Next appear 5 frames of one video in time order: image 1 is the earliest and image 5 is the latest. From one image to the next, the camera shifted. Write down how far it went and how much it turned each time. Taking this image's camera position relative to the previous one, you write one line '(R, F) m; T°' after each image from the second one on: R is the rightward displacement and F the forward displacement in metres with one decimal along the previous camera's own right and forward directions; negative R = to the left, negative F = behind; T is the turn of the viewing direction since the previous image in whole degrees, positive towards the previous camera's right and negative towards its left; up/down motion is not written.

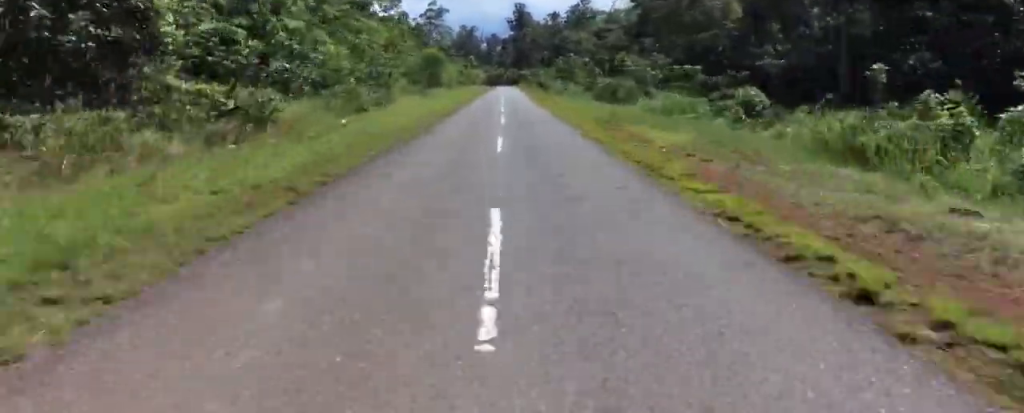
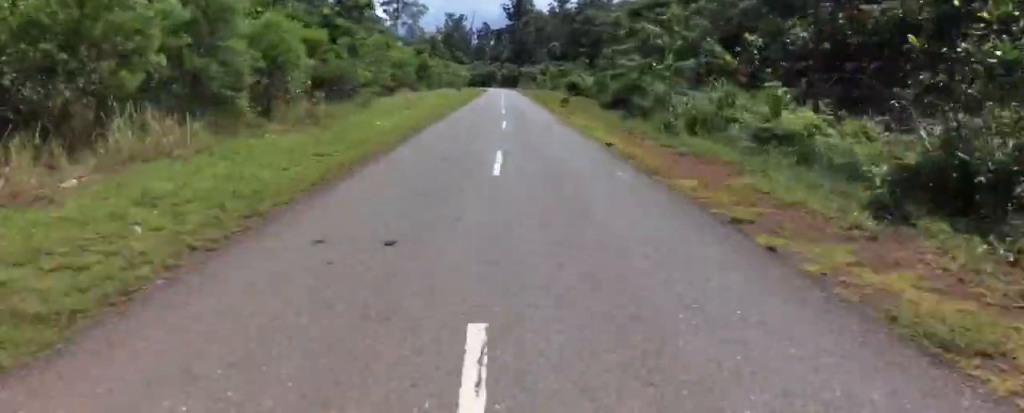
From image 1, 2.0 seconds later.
(-0.4, +50.6) m; 0°
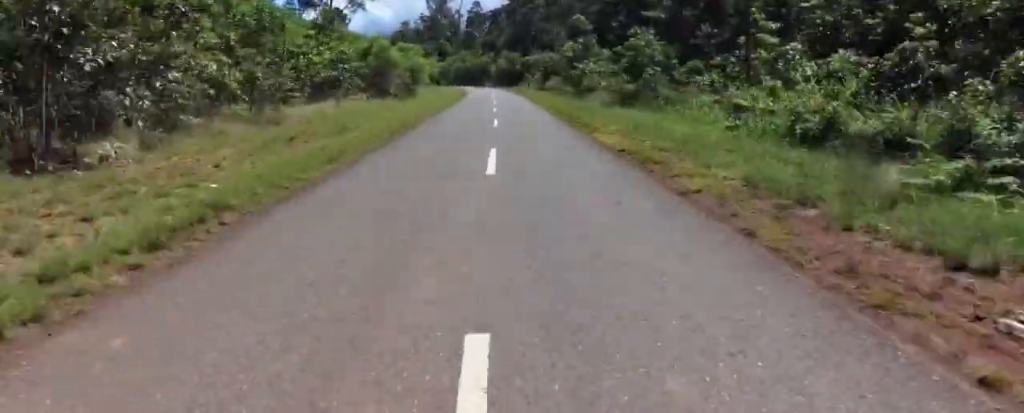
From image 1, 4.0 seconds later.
(0.0, +50.3) m; 0°
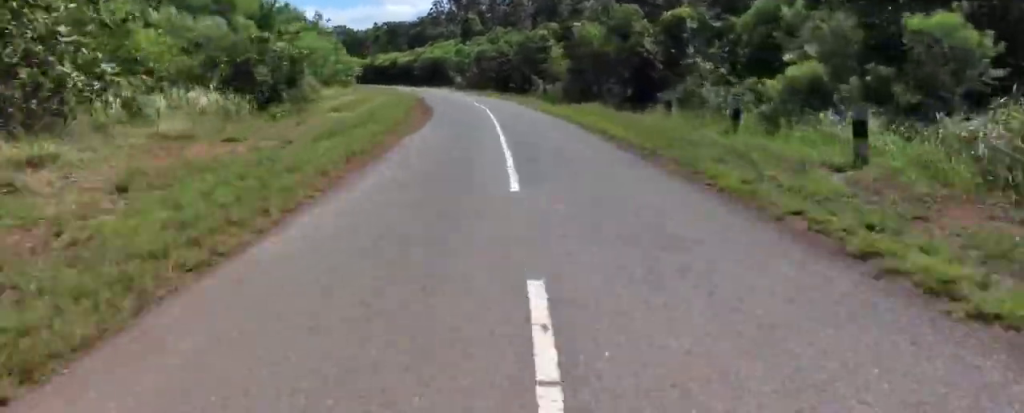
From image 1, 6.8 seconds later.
(-0.8, +63.5) m; 0°
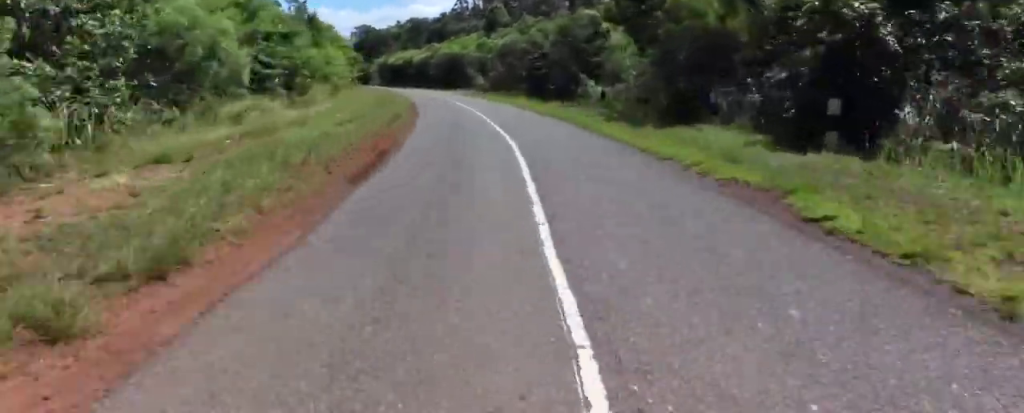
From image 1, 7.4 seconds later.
(-0.5, +13.0) m; -4°
